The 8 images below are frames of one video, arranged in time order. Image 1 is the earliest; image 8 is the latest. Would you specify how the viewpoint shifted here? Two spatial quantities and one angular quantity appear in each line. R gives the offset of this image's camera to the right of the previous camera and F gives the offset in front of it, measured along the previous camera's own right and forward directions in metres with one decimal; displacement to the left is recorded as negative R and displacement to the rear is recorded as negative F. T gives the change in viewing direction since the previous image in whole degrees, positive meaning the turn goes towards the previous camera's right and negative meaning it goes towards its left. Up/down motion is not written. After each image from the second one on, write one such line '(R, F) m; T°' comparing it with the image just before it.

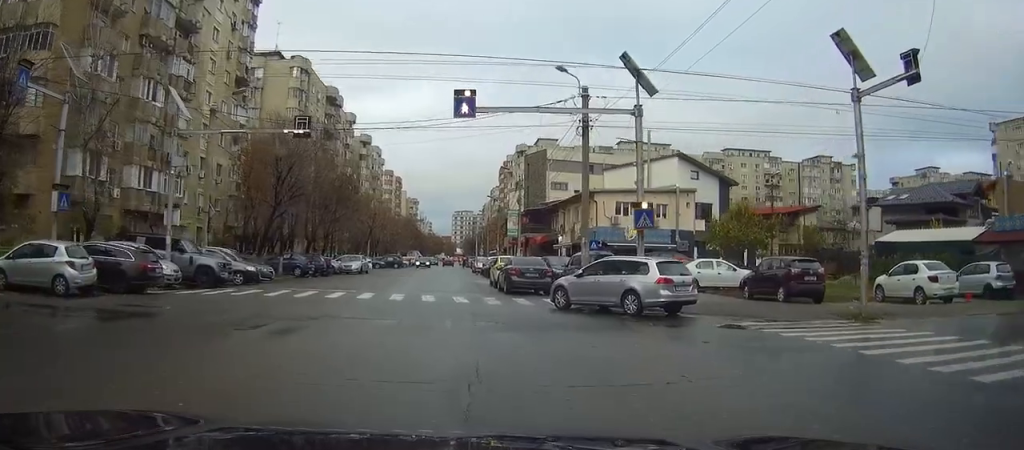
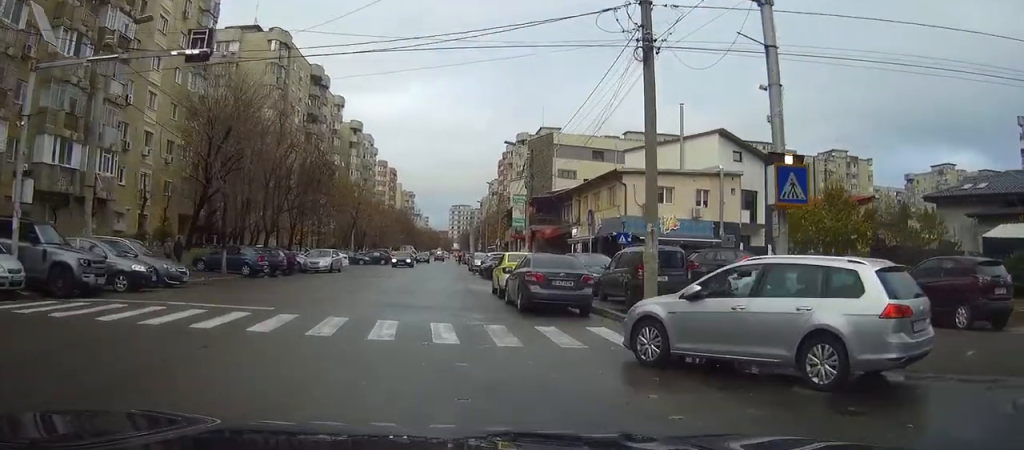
(-2.7, +9.8) m; -18°
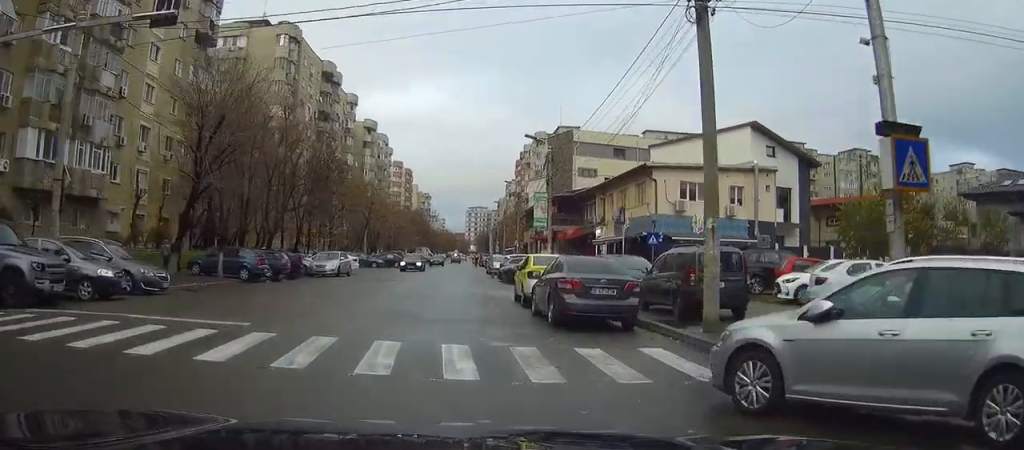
(-0.5, +2.8) m; +1°
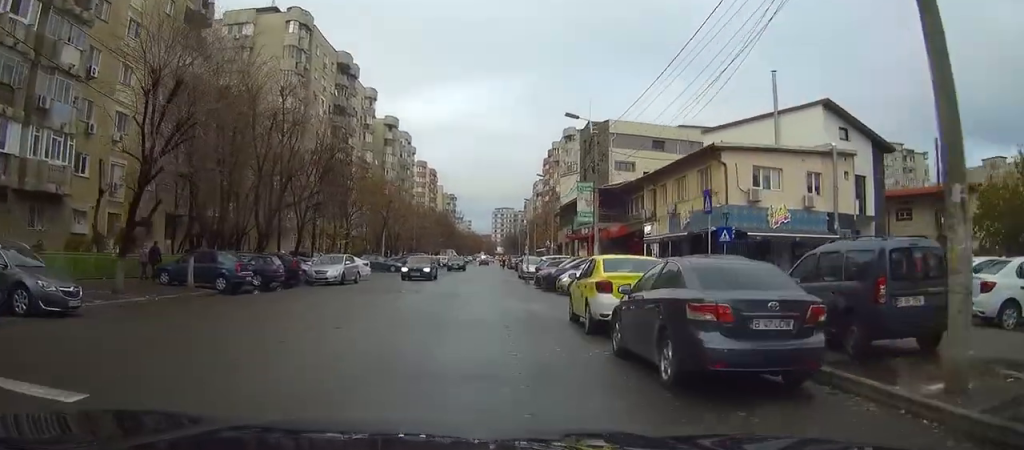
(+1.4, +6.4) m; +7°
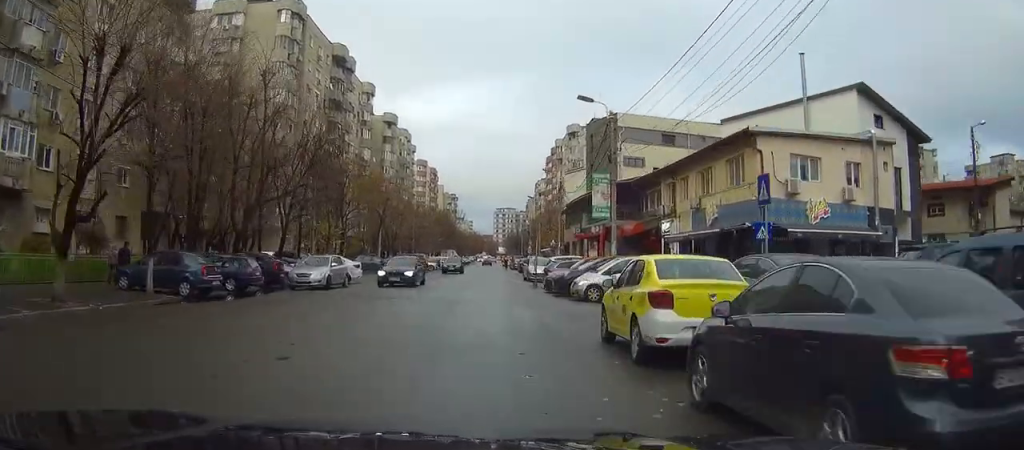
(-0.1, +3.7) m; -1°
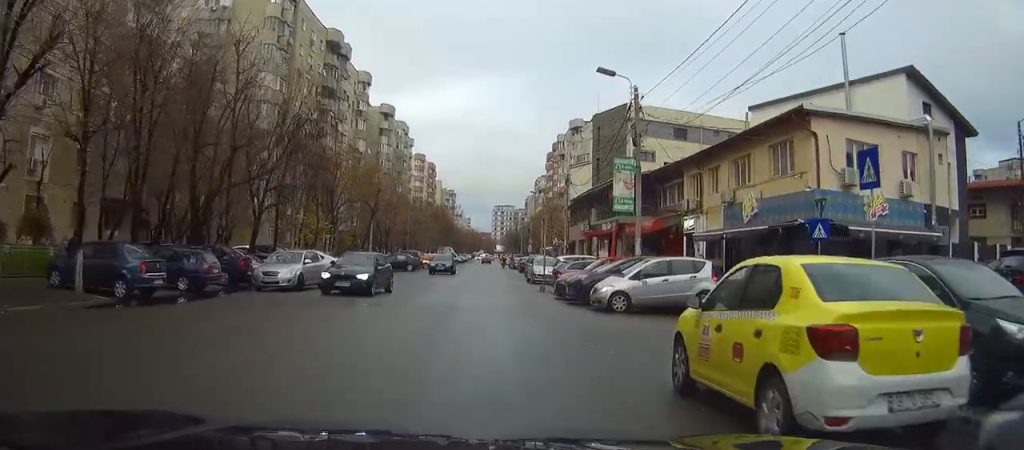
(-0.2, +4.4) m; -3°
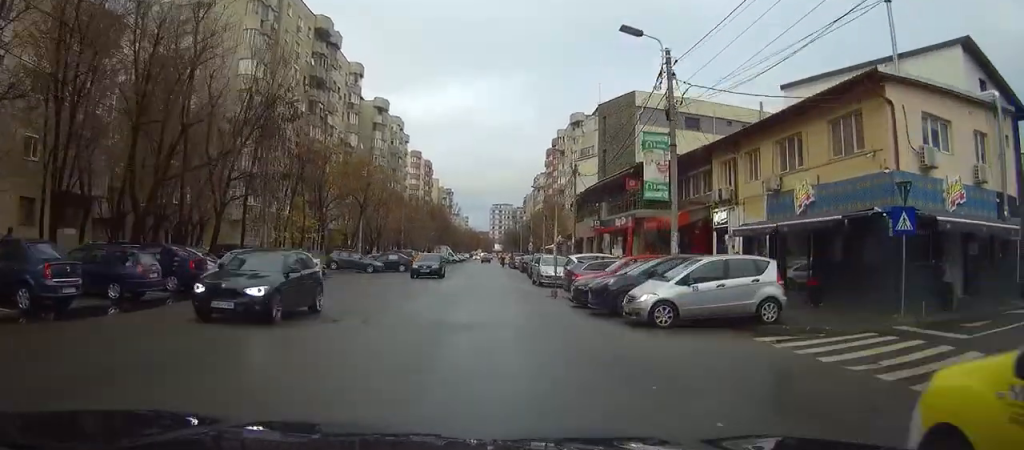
(-0.1, +4.7) m; 0°
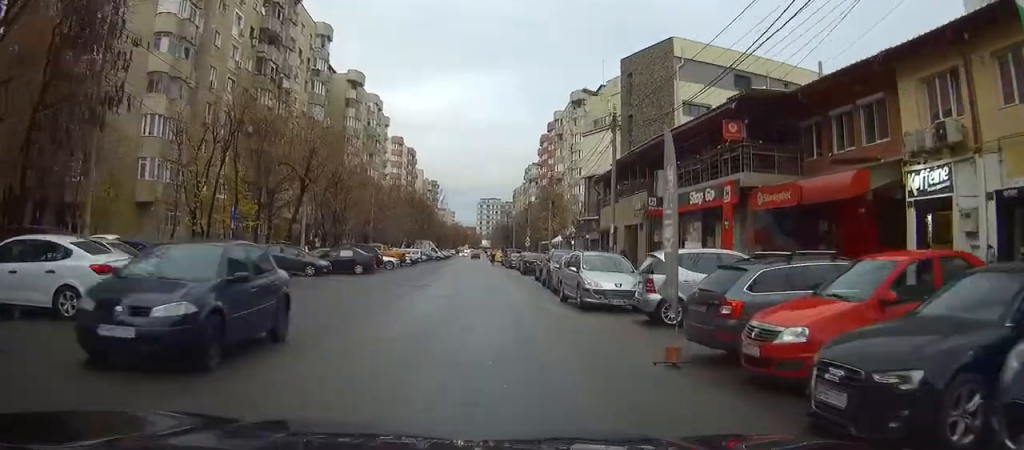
(+0.4, +15.6) m; +4°
